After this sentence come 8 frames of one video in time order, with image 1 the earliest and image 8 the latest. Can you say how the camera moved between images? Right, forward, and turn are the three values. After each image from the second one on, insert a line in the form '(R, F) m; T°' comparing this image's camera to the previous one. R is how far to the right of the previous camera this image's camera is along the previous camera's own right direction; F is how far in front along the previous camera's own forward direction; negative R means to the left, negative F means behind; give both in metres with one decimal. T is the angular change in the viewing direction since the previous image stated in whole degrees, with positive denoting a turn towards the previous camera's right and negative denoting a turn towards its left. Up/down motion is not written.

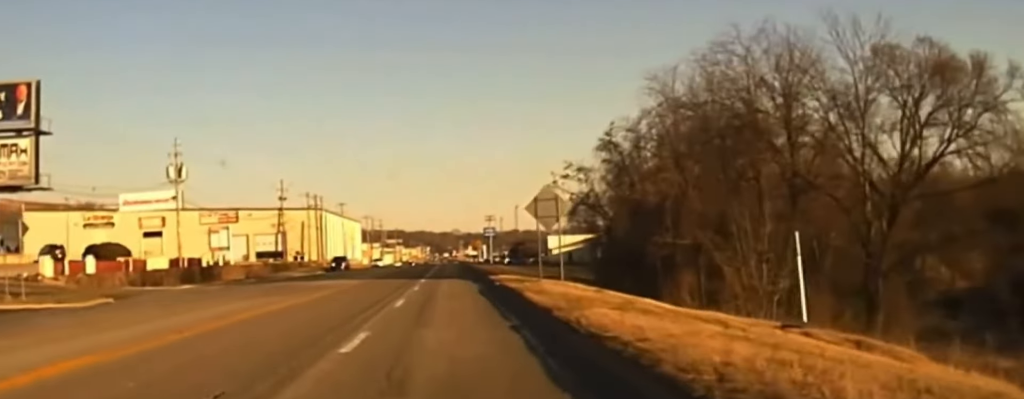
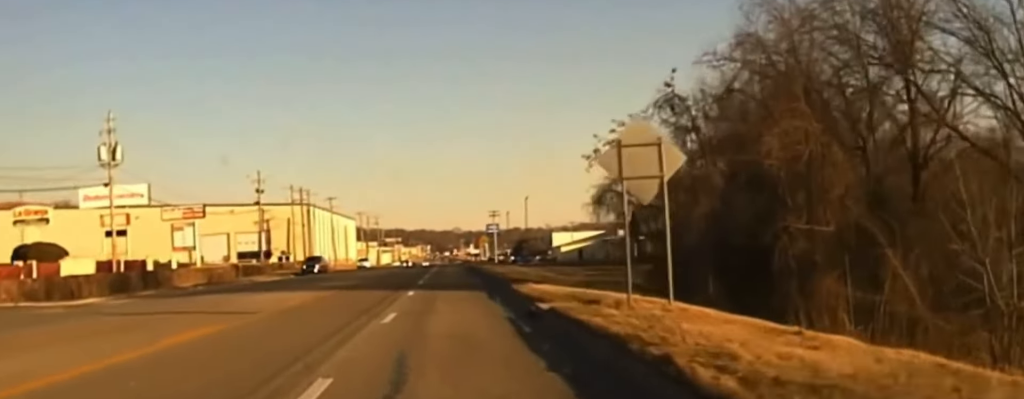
(+0.1, +18.1) m; 0°
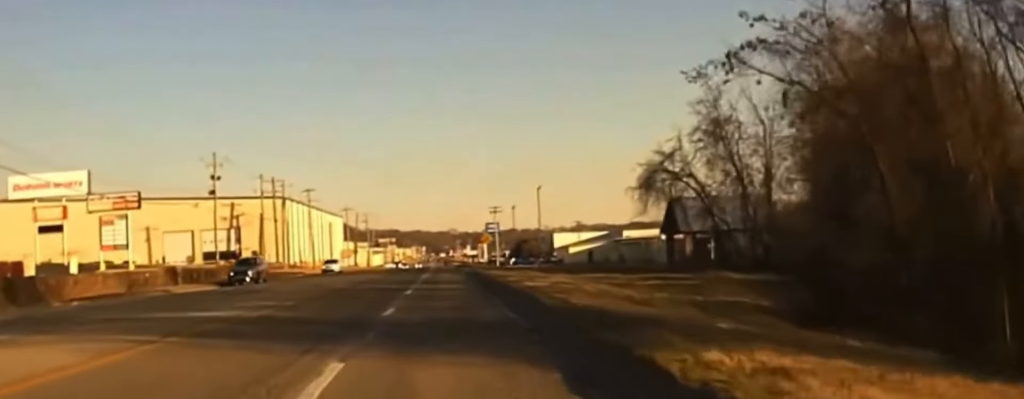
(-0.1, +24.4) m; -1°
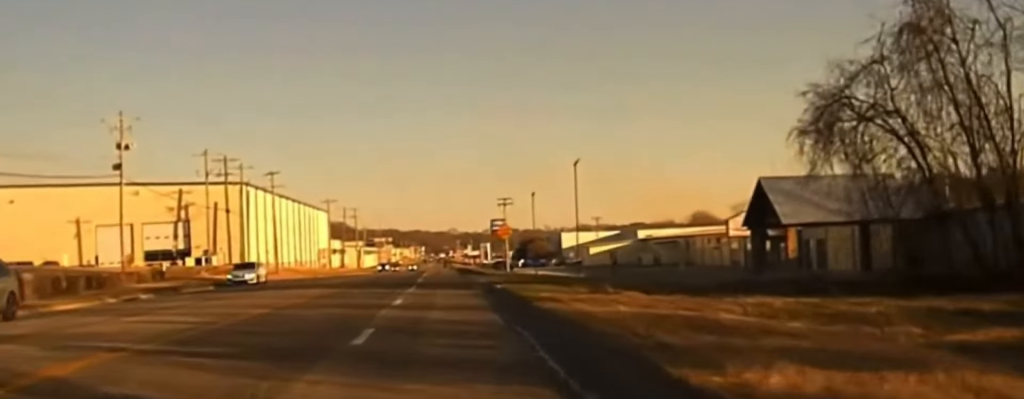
(-0.2, +35.9) m; 0°
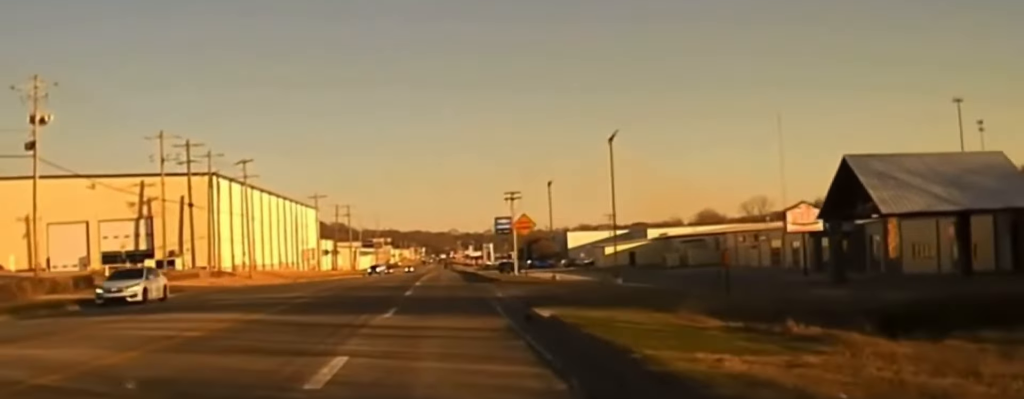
(0.0, +18.8) m; 0°
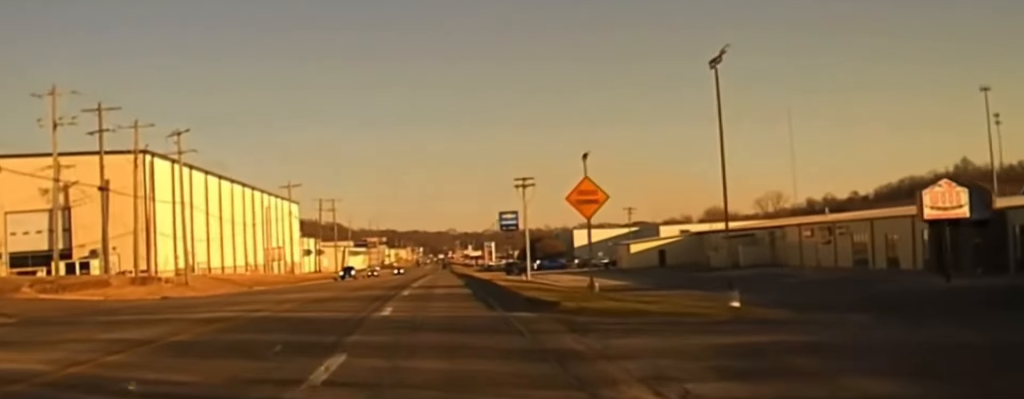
(-0.1, +24.9) m; +1°
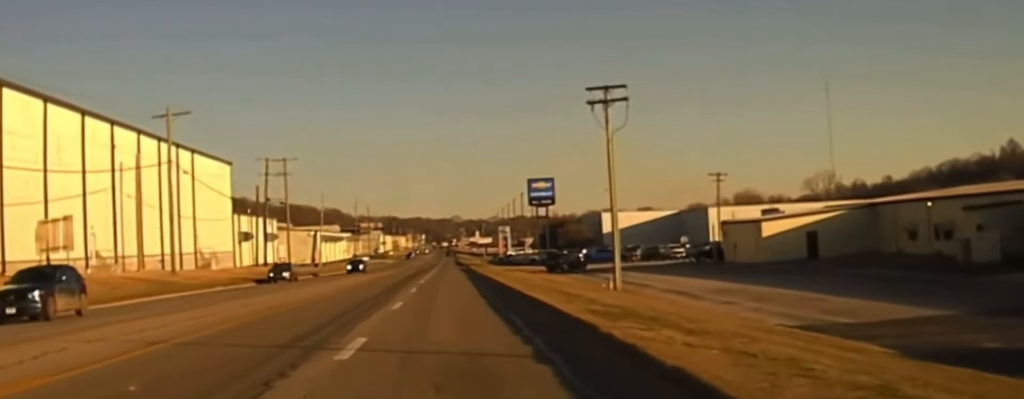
(+0.7, +53.3) m; +1°
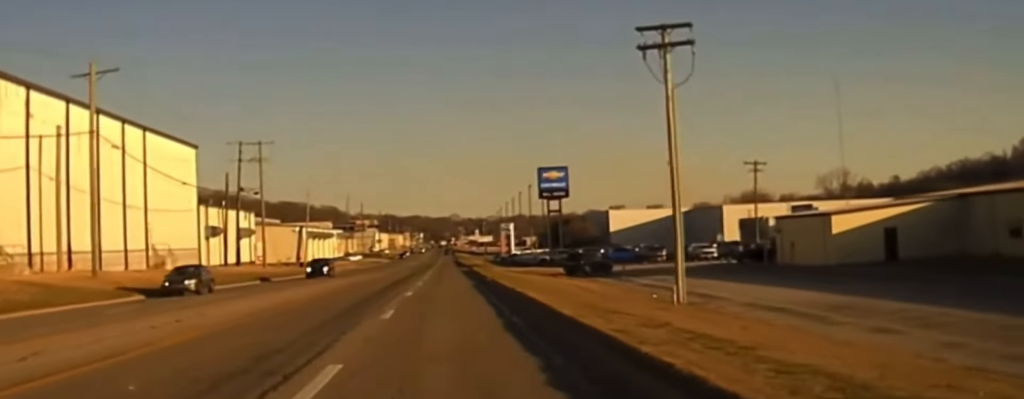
(0.0, +13.6) m; 0°
